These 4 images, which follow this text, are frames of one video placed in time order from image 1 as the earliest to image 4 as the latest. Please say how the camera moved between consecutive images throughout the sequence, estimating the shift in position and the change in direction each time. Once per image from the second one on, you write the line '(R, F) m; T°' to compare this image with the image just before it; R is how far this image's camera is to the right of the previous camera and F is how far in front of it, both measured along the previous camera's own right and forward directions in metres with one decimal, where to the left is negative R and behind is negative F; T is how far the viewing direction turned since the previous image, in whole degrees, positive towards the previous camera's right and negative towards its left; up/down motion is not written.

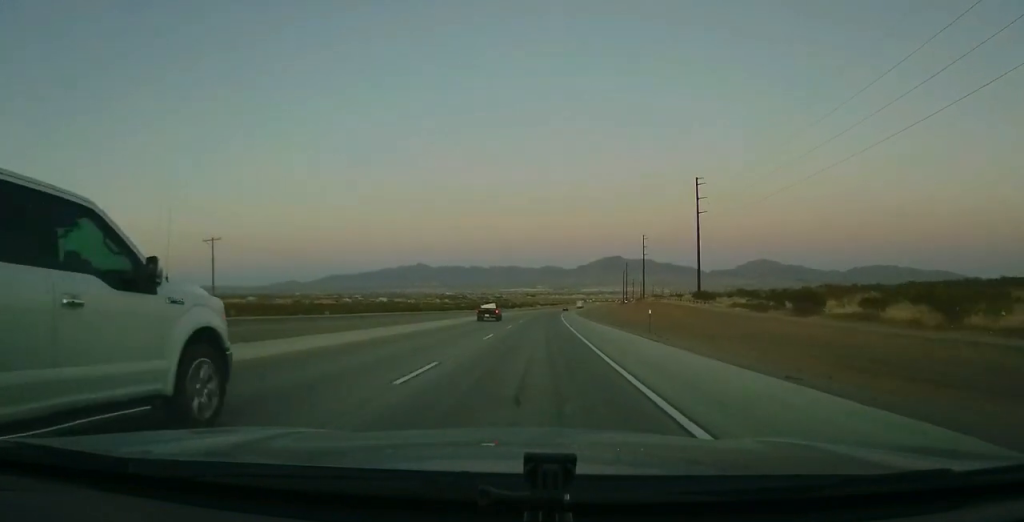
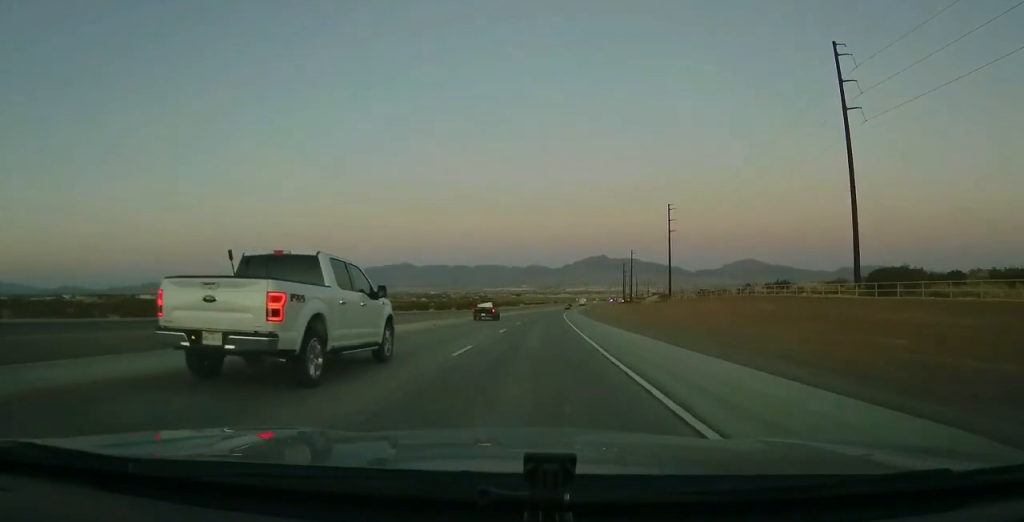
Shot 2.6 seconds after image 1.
(+2.1, +68.5) m; +3°
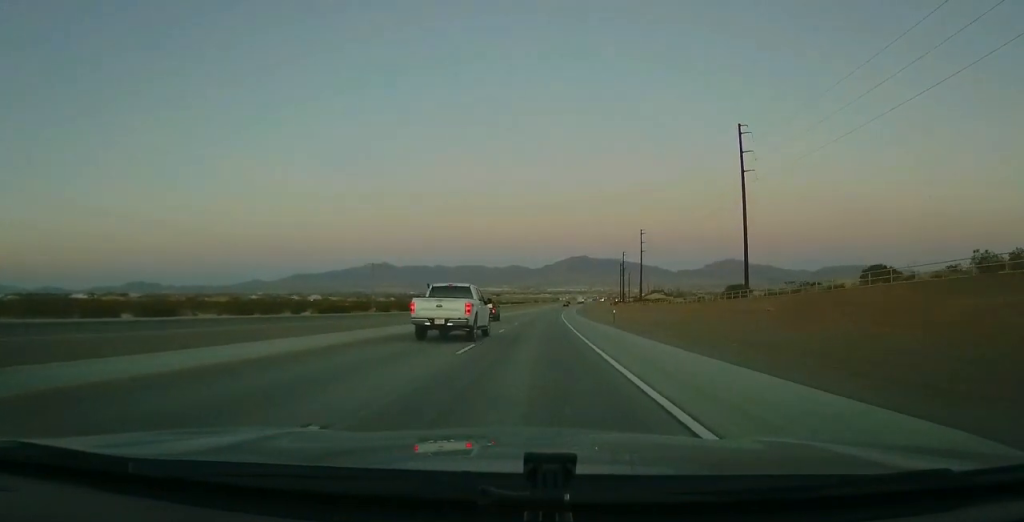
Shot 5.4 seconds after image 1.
(-0.5, +72.2) m; +2°
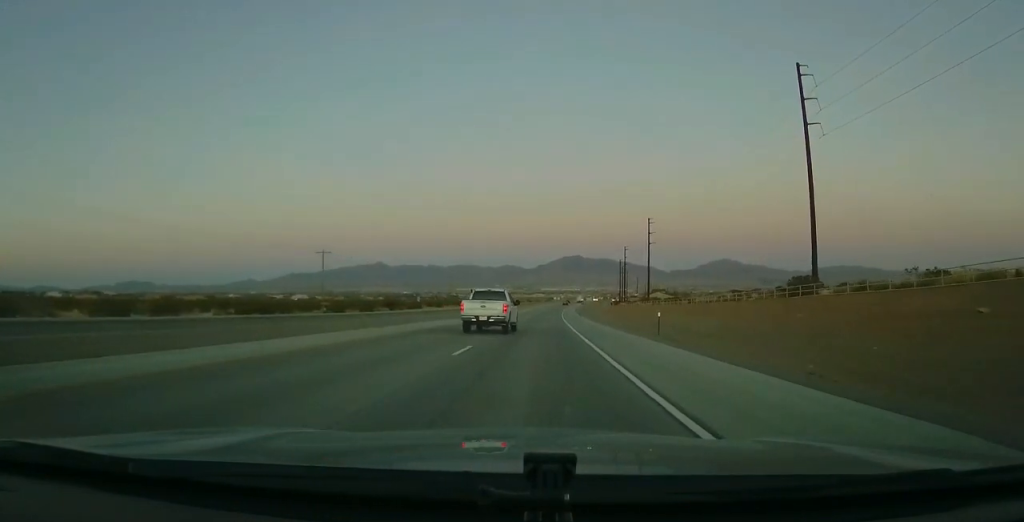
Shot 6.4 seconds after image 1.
(+0.6, +25.0) m; +1°
